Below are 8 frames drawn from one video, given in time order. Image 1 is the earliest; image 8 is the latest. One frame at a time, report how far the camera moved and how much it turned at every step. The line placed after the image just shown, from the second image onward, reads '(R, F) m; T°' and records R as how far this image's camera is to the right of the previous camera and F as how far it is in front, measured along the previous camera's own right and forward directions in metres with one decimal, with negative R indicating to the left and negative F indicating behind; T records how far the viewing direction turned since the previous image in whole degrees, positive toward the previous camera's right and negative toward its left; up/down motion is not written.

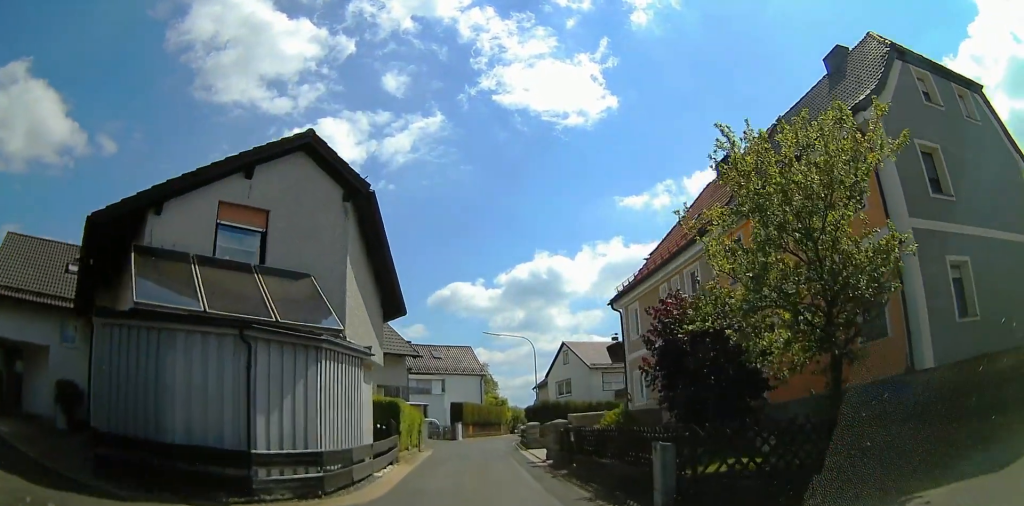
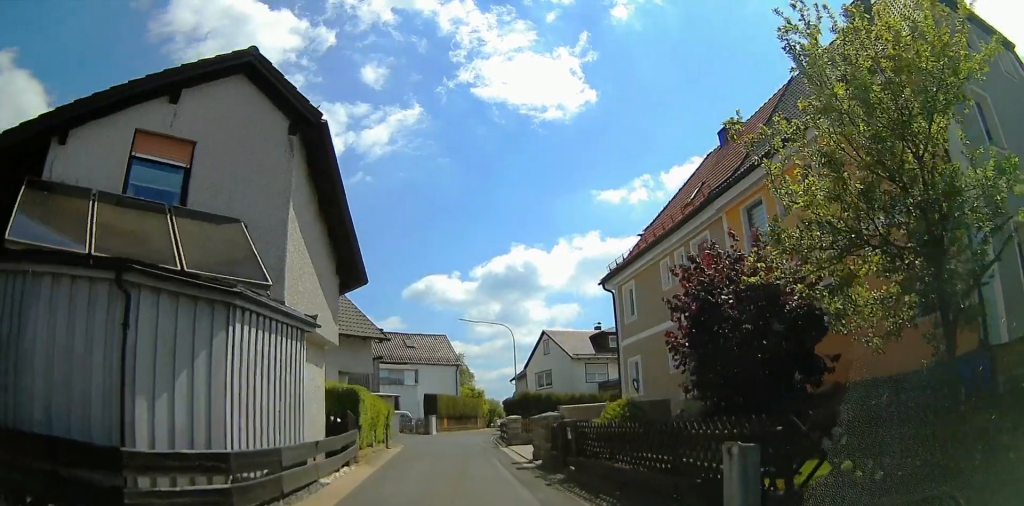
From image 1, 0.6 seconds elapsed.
(0.0, +3.0) m; 0°
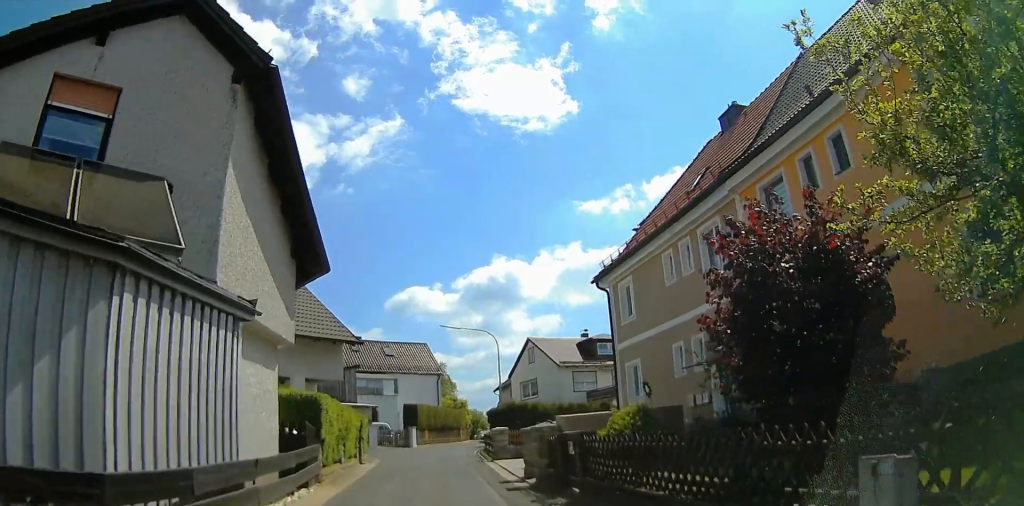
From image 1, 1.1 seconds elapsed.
(0.0, +2.3) m; 0°
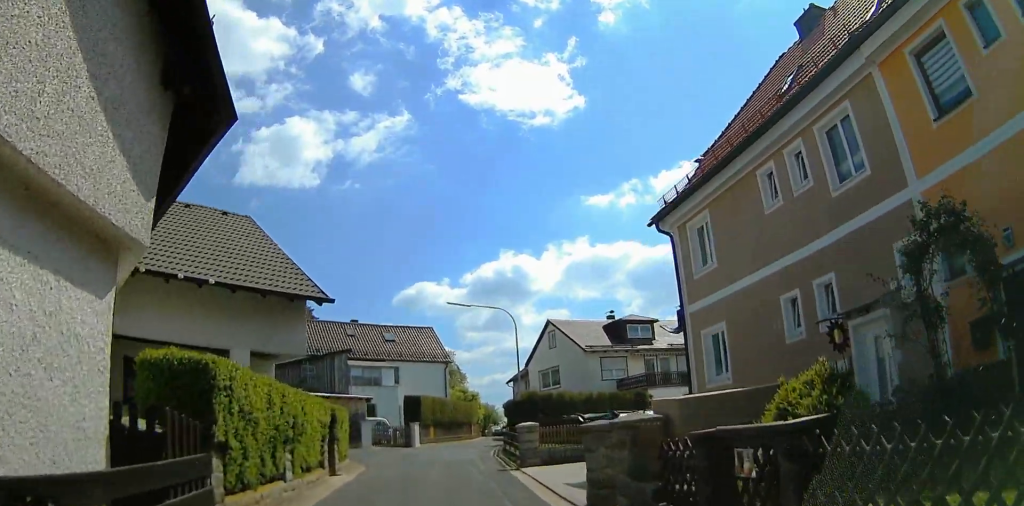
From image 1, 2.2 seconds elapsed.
(0.0, +5.9) m; 0°
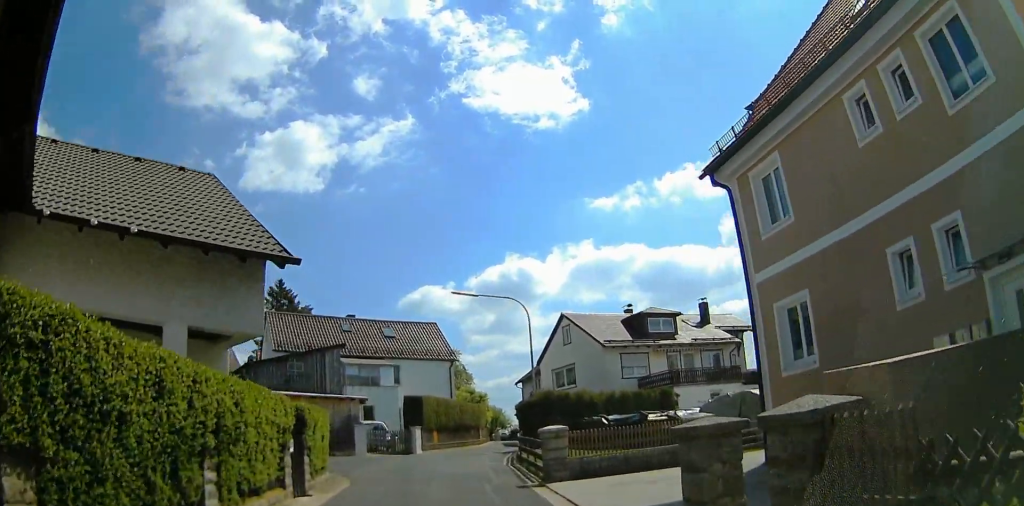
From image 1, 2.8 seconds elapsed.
(0.0, +3.2) m; 0°
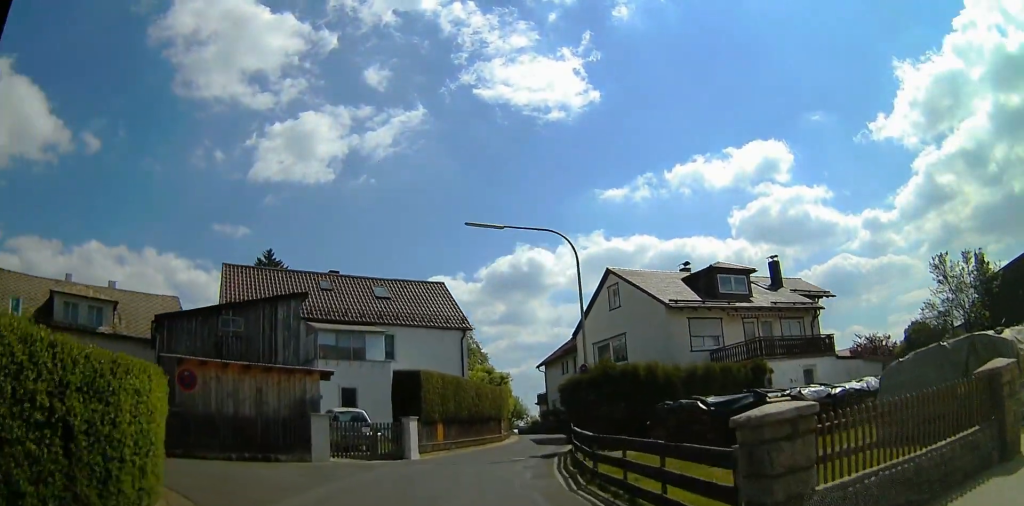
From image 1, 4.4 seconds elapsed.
(0.0, +8.6) m; 0°
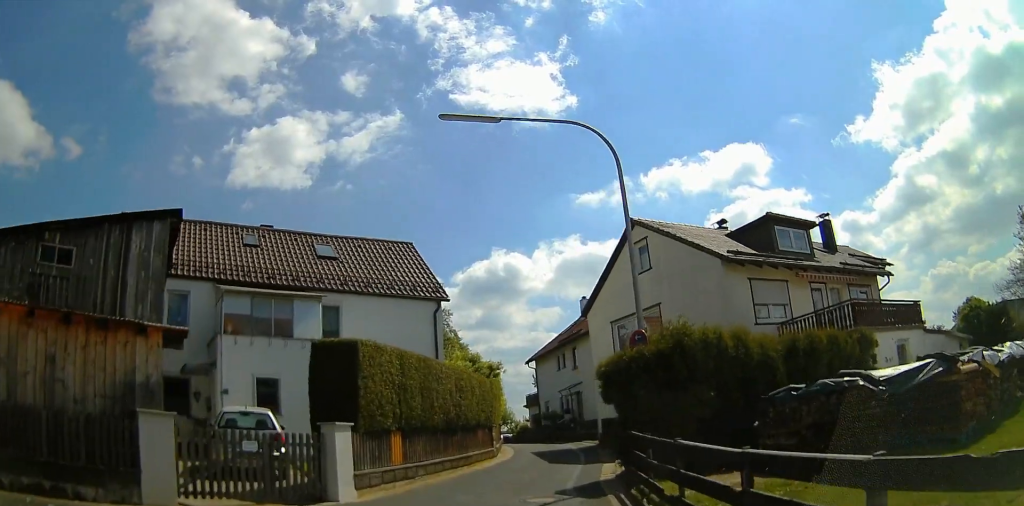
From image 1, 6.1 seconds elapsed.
(0.0, +8.9) m; 0°
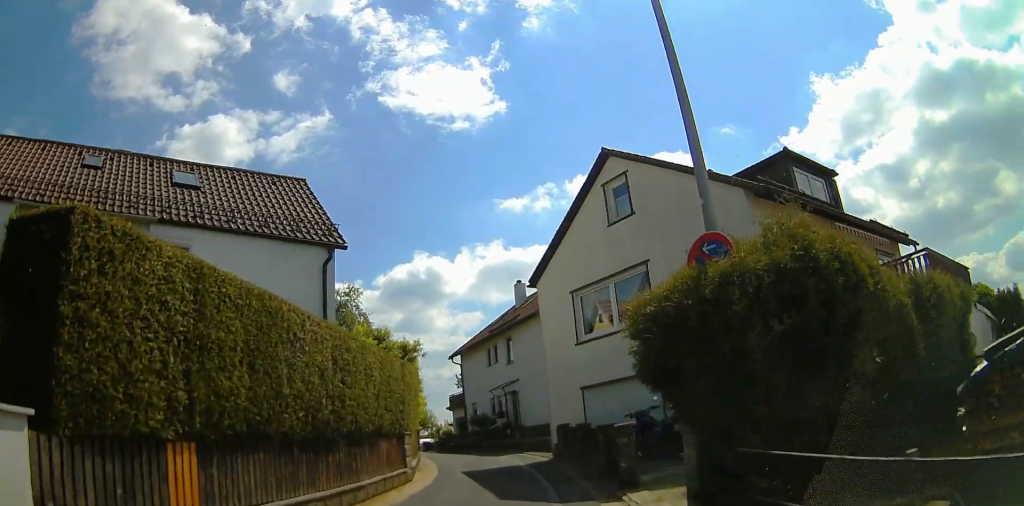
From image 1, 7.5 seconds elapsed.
(0.0, +6.7) m; 0°
